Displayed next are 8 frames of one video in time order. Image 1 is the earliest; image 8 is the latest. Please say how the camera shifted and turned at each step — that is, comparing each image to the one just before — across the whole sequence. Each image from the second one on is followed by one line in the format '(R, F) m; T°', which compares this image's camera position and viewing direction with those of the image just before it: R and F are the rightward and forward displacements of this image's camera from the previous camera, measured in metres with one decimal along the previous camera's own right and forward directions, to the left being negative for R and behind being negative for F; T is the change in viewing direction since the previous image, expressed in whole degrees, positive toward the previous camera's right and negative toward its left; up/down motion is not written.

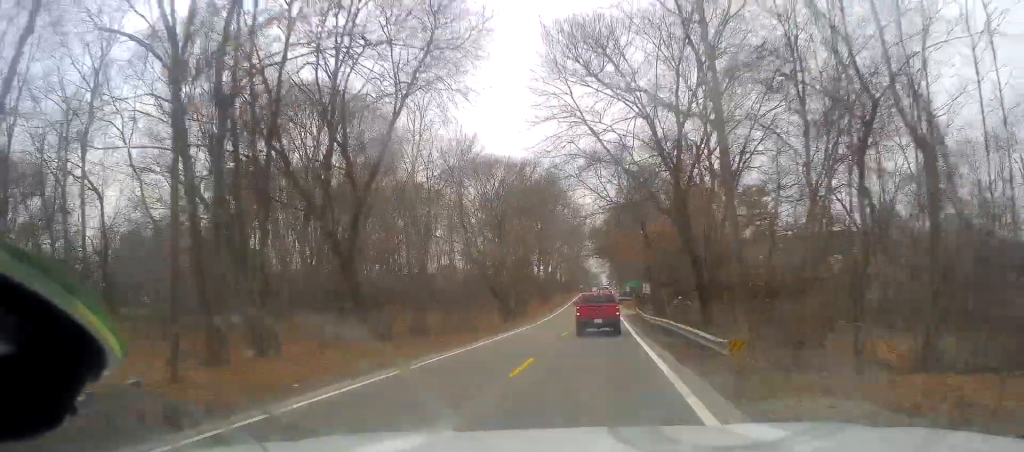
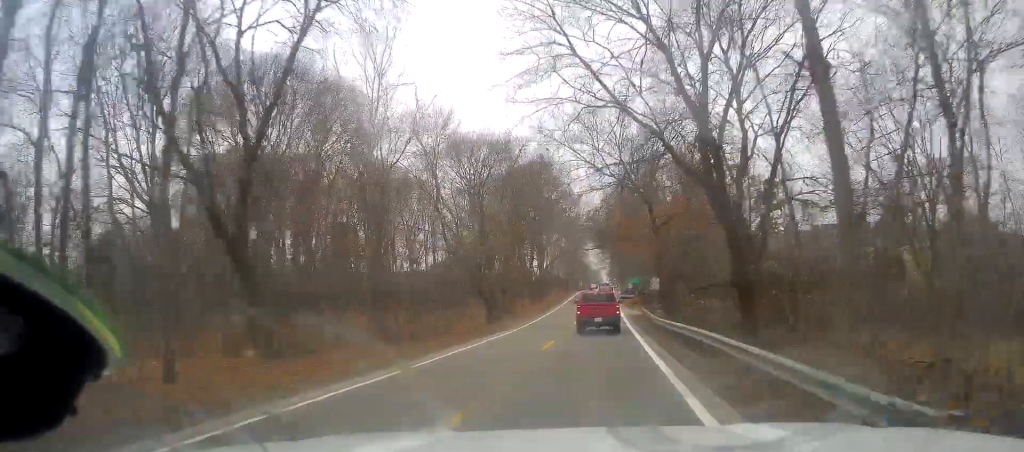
(+0.2, +8.2) m; -2°
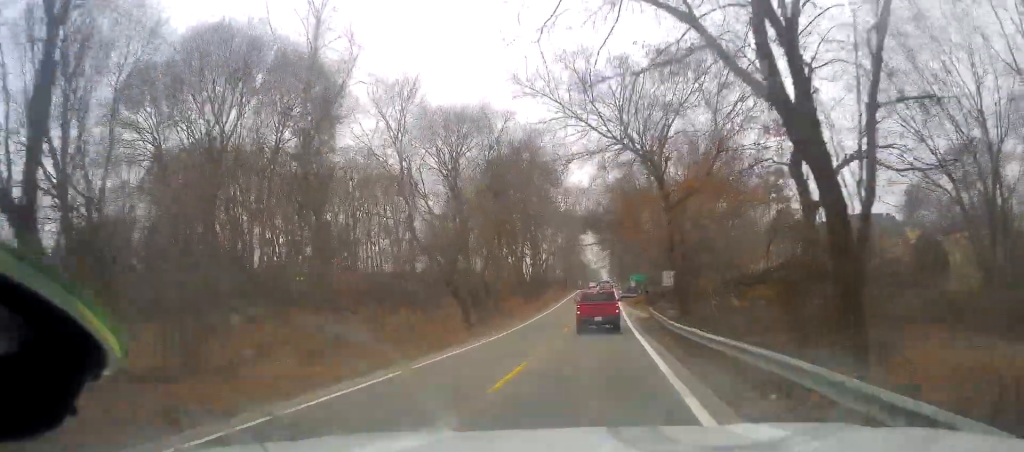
(+0.1, +8.2) m; -1°
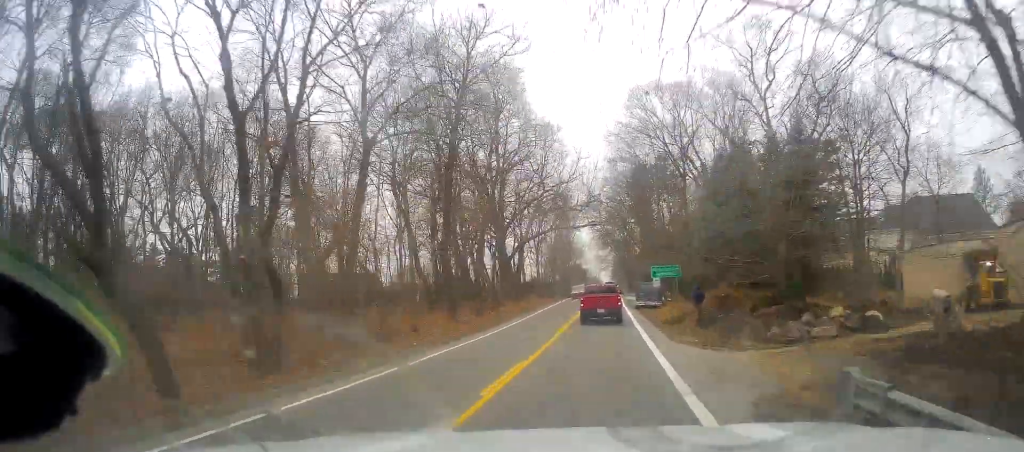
(+0.9, +30.8) m; +2°
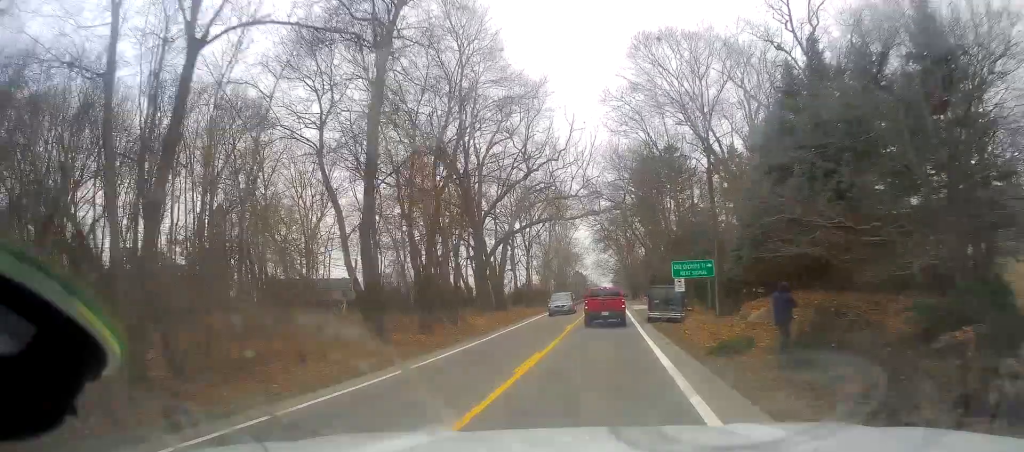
(-0.7, +11.4) m; -4°
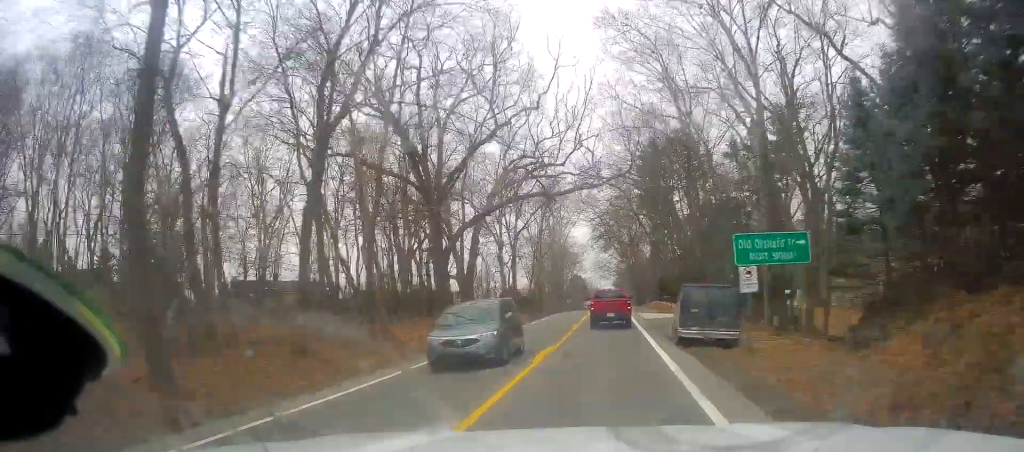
(-0.3, +13.0) m; +2°
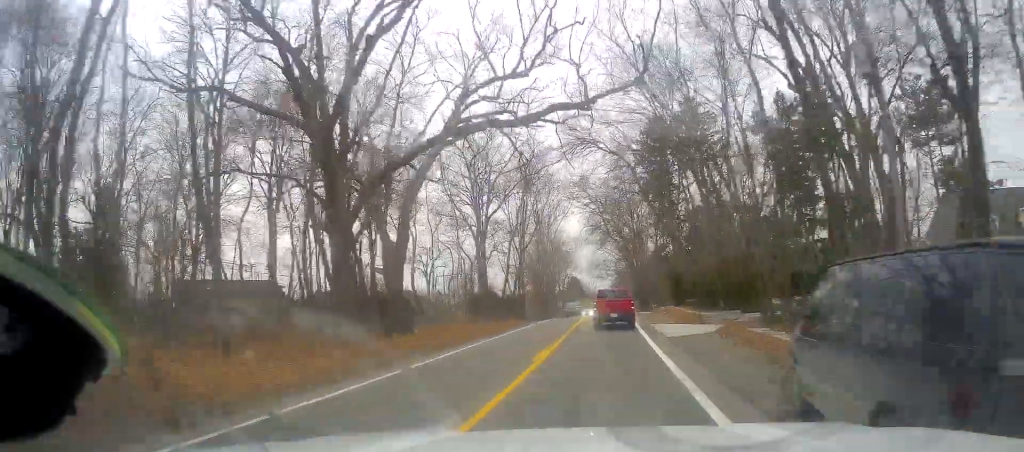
(+0.7, +14.4) m; +2°
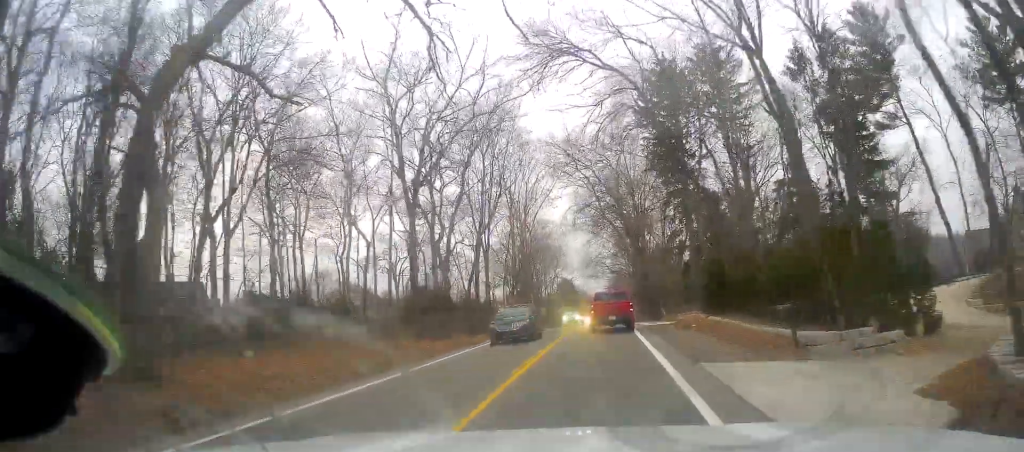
(-0.3, +18.0) m; -1°
